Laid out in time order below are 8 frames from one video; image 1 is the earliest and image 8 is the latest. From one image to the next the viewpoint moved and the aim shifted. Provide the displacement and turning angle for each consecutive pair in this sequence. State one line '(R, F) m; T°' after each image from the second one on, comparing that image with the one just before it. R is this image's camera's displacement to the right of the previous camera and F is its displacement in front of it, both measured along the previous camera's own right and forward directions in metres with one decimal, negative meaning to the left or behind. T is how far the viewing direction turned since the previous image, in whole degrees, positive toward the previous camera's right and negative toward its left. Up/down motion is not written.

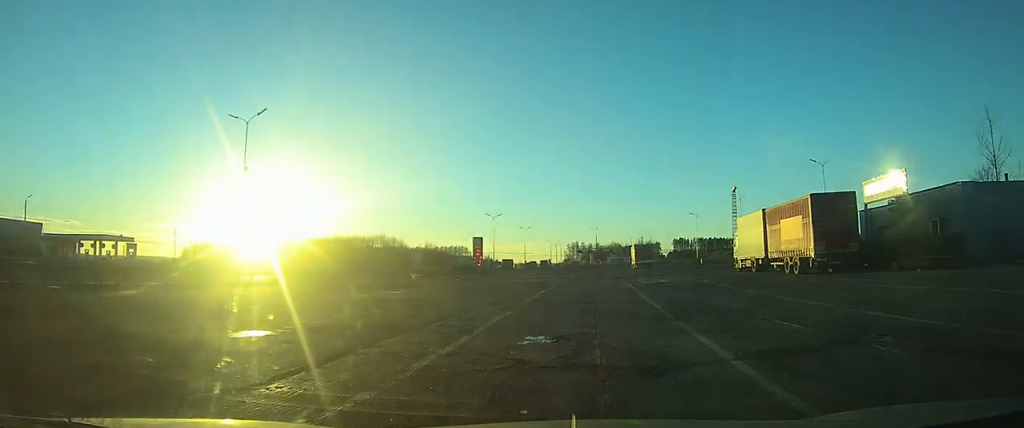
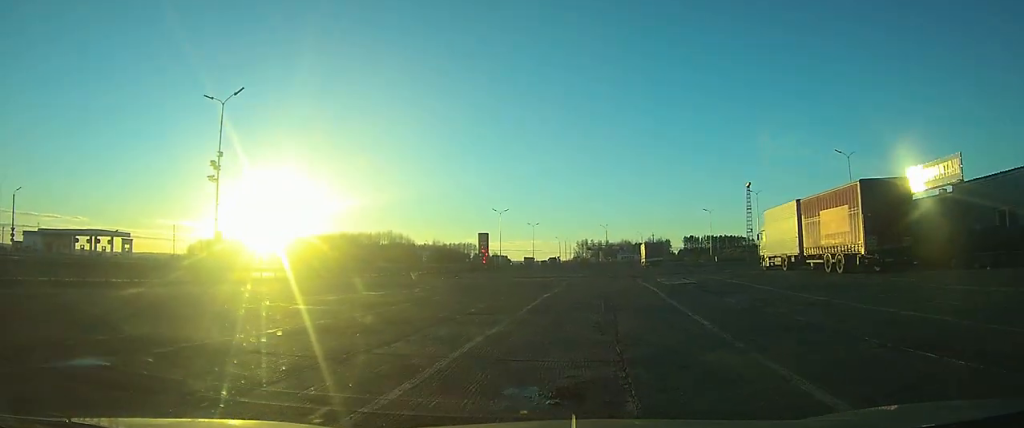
(-0.1, +6.3) m; -8°
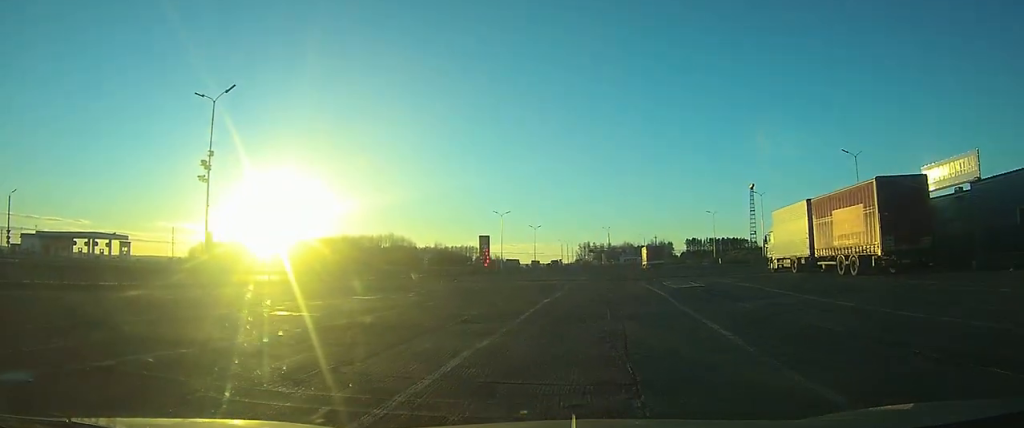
(+0.1, +2.6) m; -9°
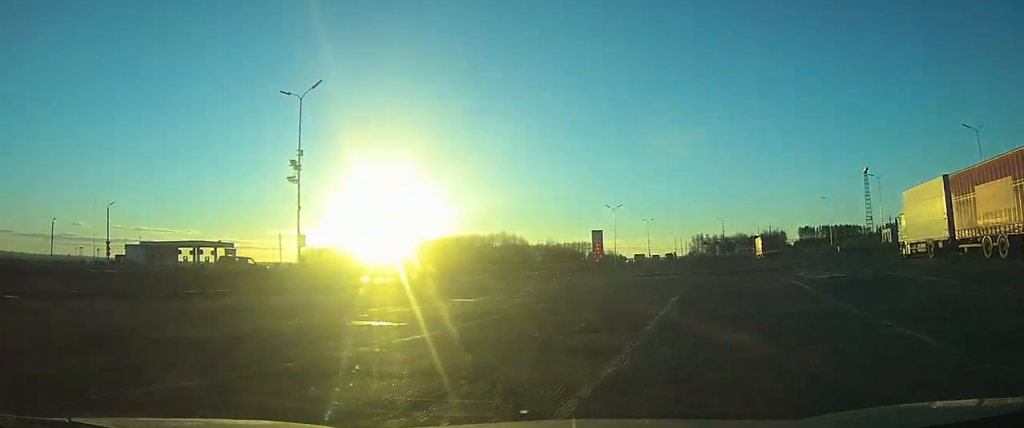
(-0.8, +3.2) m; -25°
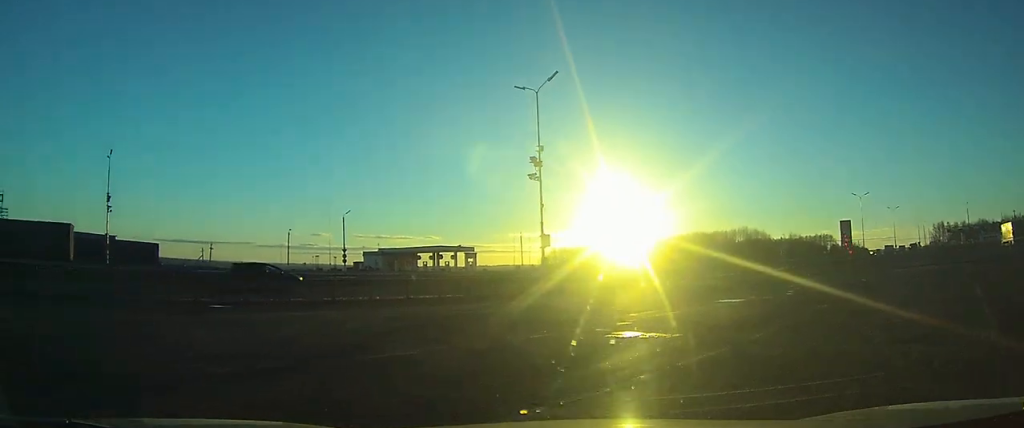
(-0.4, +1.9) m; -22°
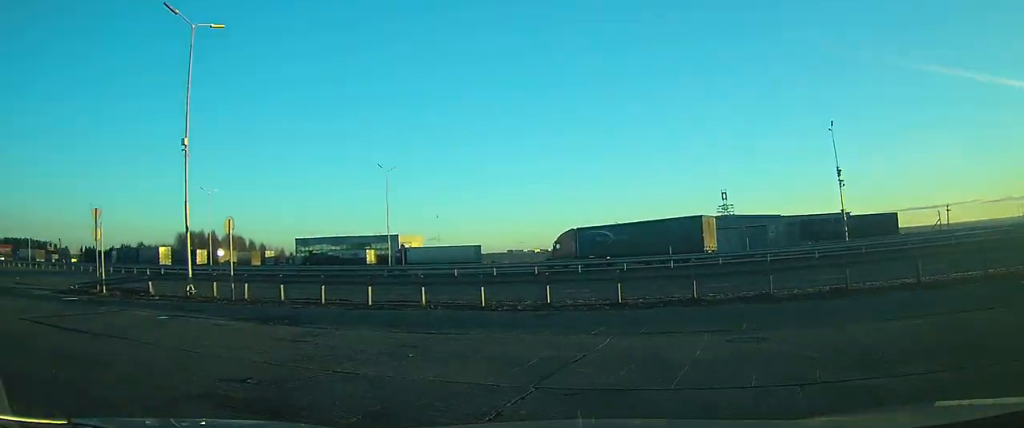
(-3.1, +4.9) m; -68°
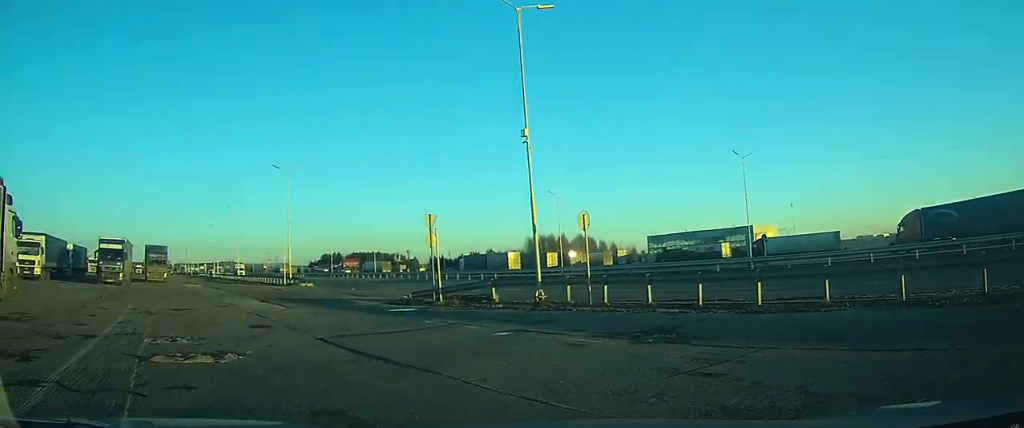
(-0.9, +3.2) m; -16°
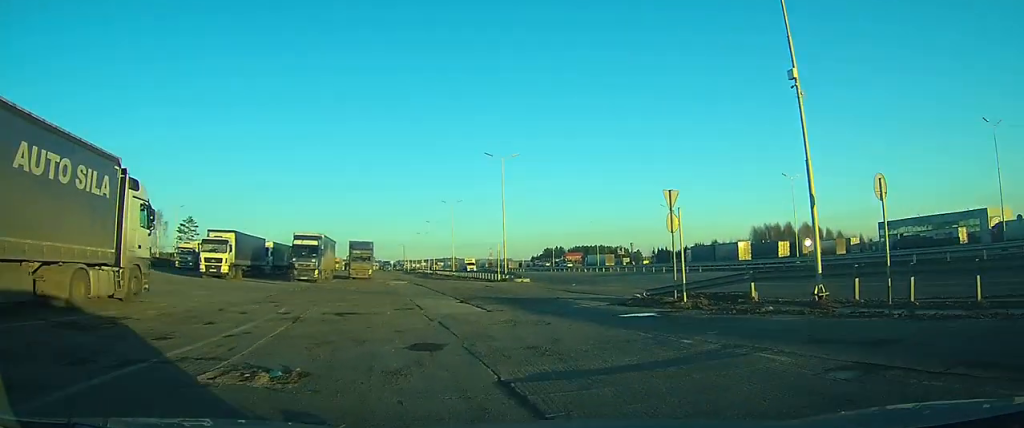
(-0.6, +3.9) m; -12°
